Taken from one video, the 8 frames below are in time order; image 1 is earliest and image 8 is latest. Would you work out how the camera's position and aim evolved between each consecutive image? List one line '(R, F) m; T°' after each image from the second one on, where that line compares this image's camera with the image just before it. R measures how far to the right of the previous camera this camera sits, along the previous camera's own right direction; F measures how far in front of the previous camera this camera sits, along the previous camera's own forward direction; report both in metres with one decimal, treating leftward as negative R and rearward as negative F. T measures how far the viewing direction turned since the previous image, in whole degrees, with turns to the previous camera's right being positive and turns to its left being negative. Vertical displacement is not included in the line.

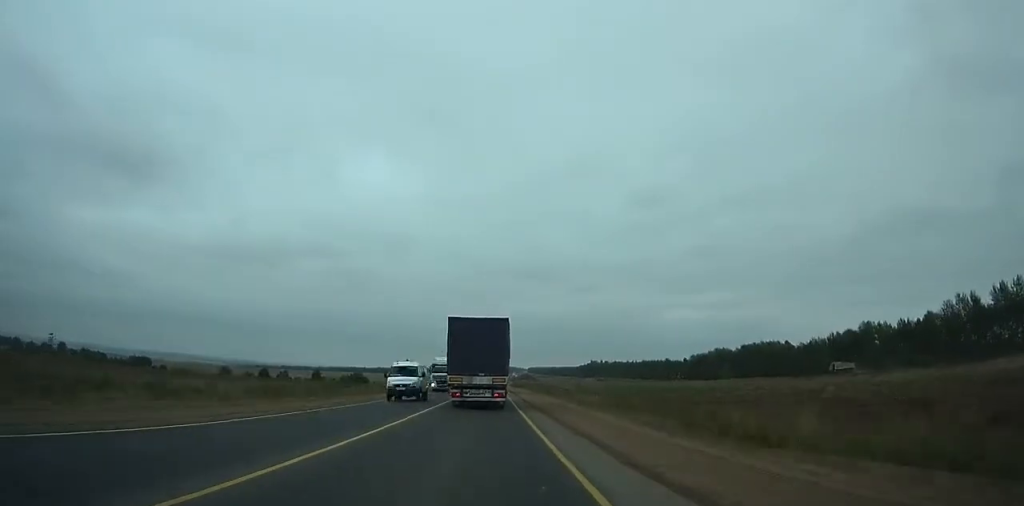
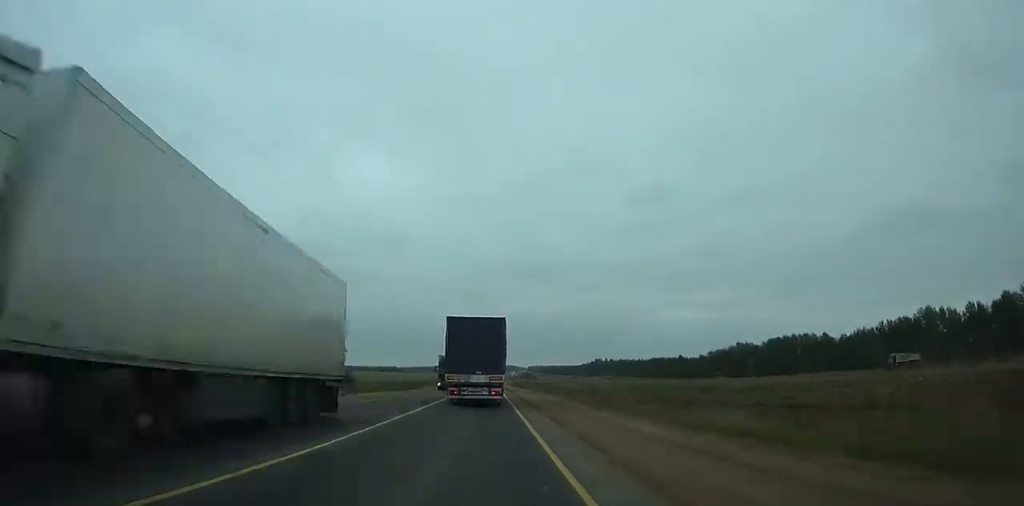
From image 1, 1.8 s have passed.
(-0.2, +33.7) m; 0°
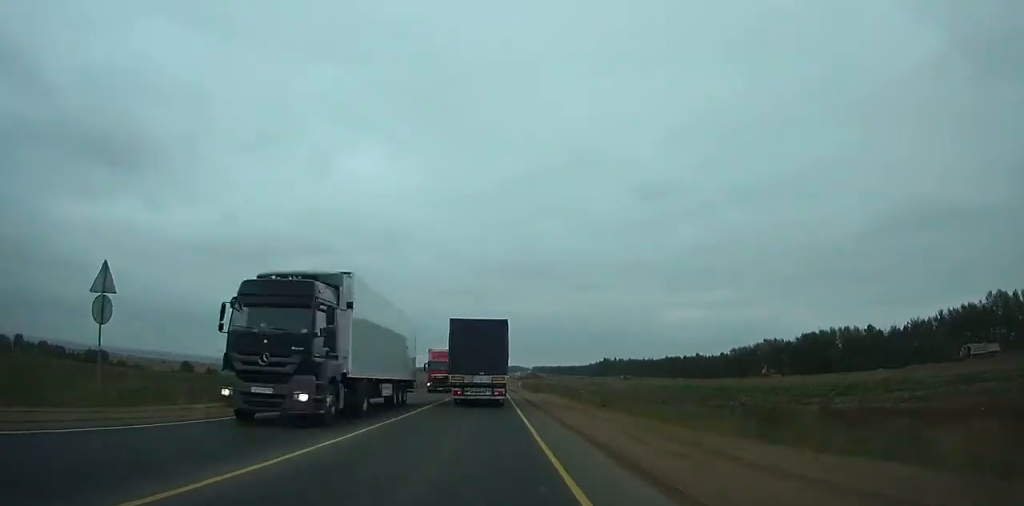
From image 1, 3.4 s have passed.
(-0.1, +30.0) m; 0°
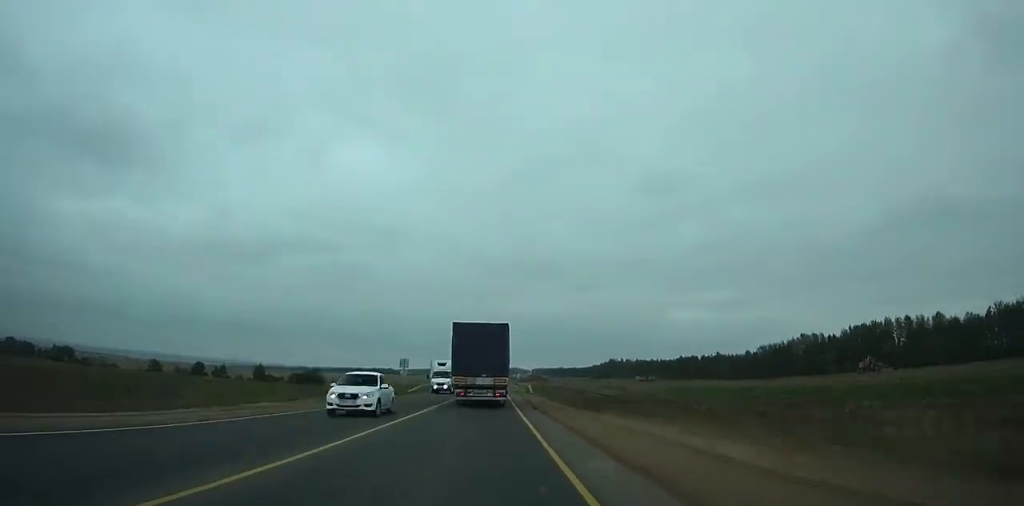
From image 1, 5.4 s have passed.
(0.0, +37.5) m; 0°
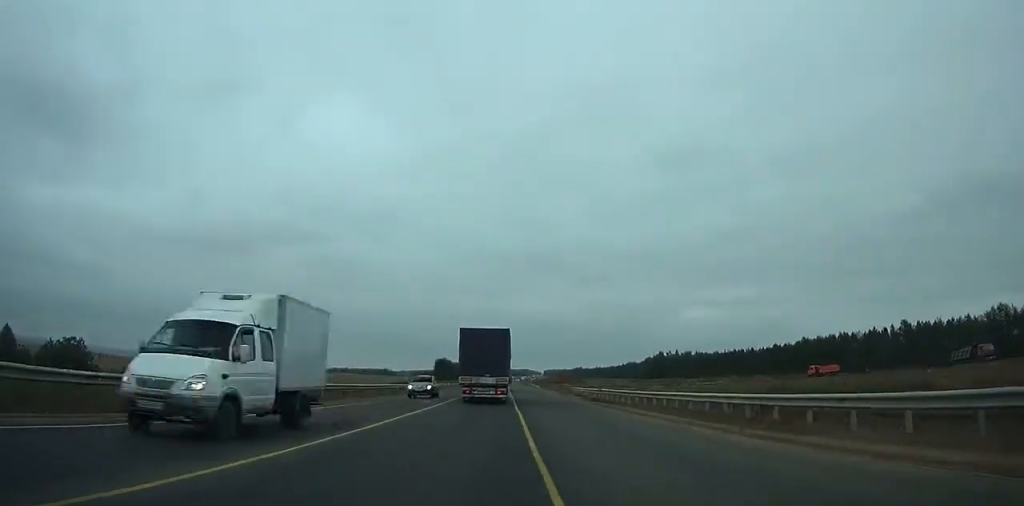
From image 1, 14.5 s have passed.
(+1.1, +173.3) m; 0°
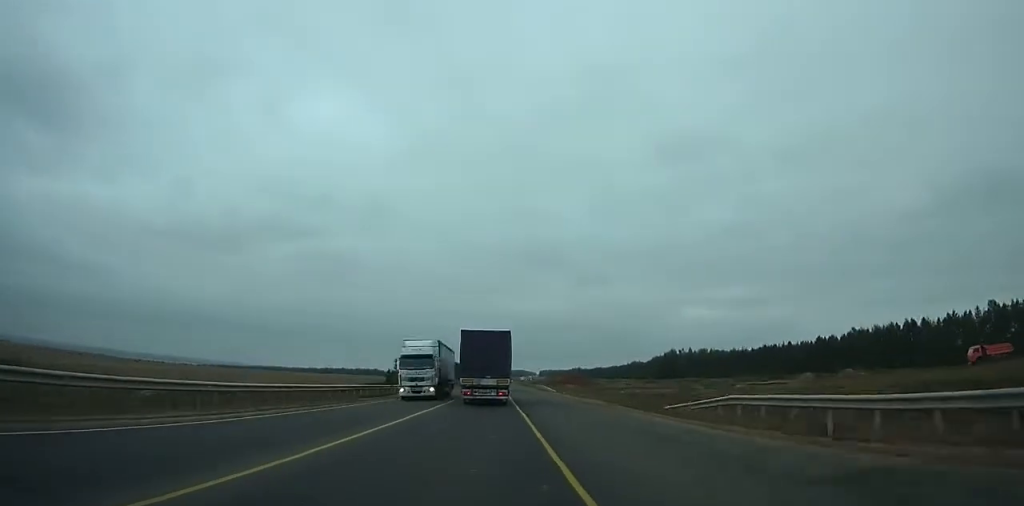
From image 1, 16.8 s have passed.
(-0.3, +44.6) m; 0°
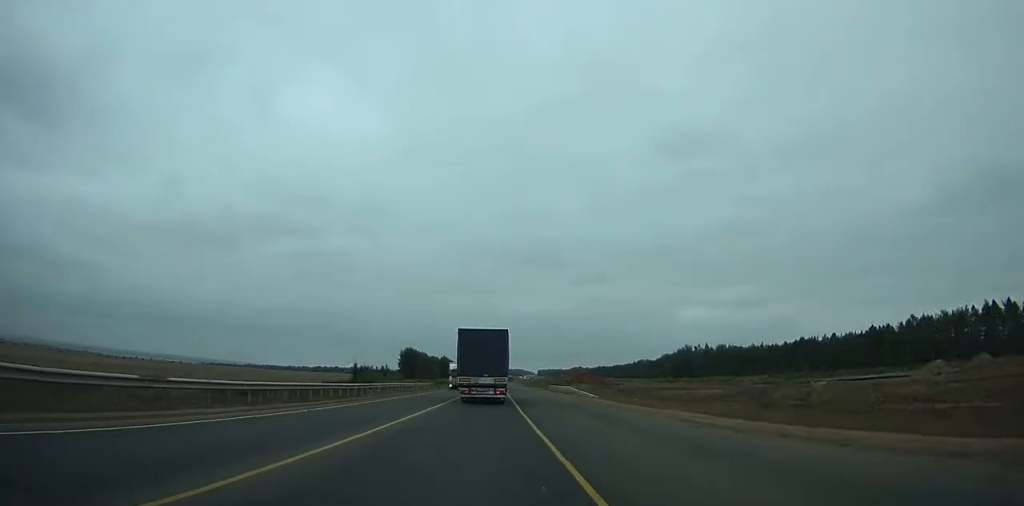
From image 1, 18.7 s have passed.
(-0.2, +37.1) m; 0°
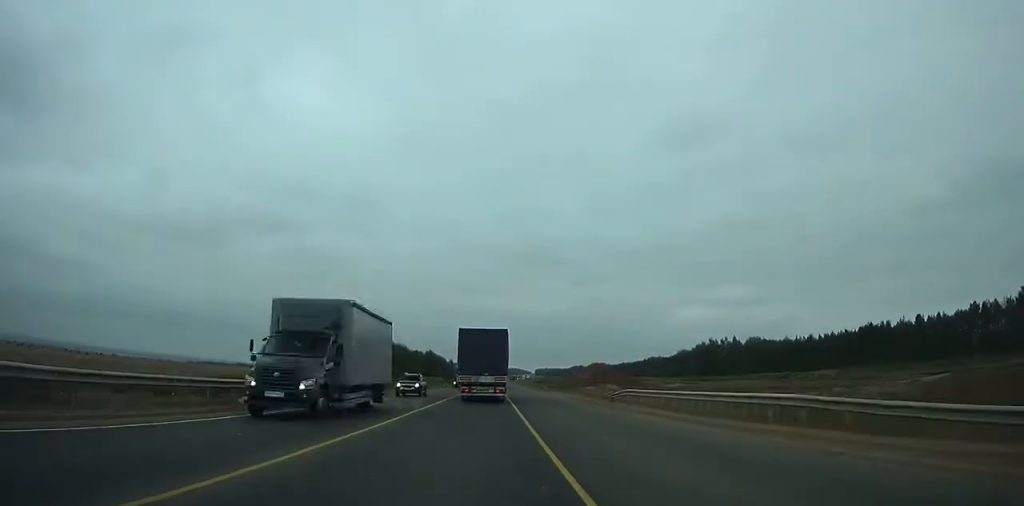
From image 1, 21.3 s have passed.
(+0.1, +51.2) m; +1°
